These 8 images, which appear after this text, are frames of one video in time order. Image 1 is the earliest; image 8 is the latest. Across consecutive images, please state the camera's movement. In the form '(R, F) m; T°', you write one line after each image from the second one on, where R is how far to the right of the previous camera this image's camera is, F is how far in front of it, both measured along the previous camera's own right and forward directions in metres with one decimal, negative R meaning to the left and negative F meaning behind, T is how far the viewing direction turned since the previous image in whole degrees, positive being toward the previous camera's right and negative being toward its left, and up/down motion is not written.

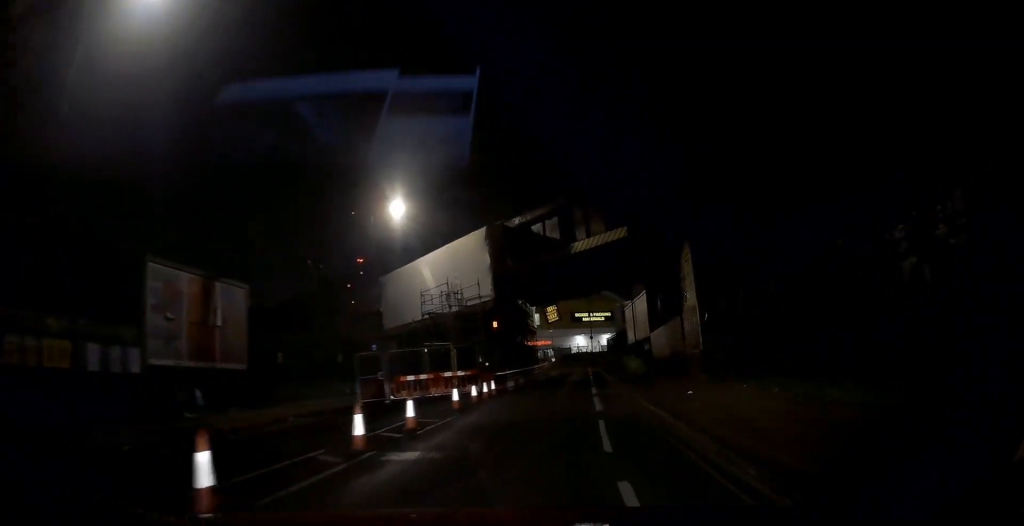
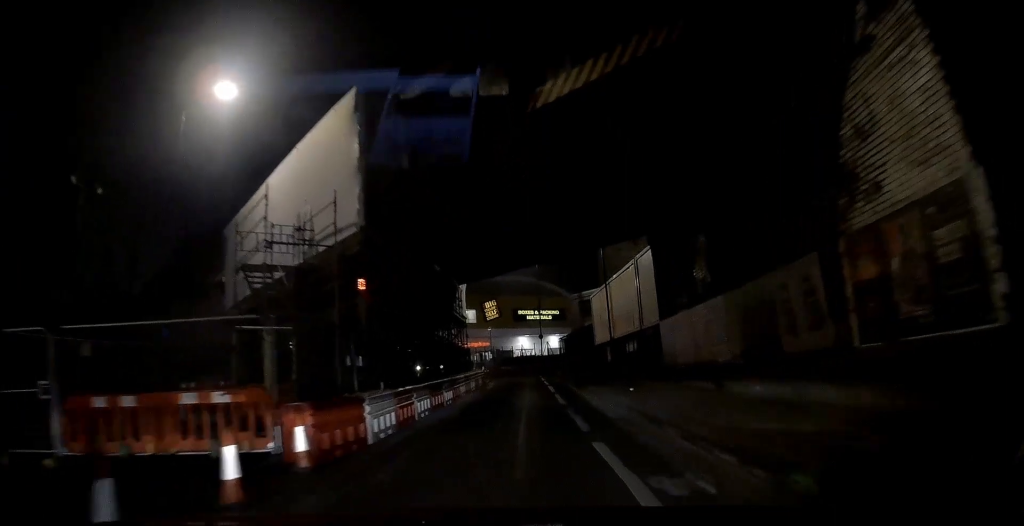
(+0.8, +16.5) m; +6°
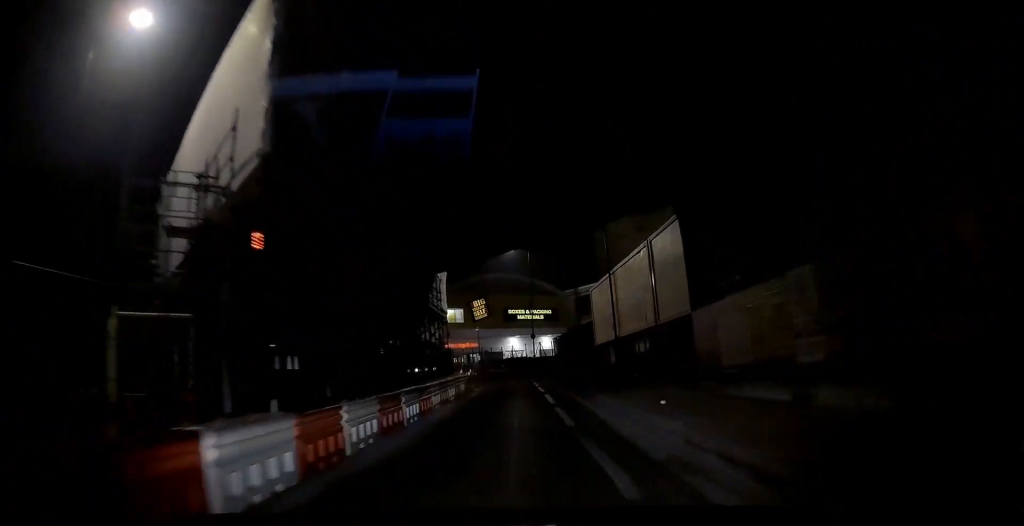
(+0.1, +4.7) m; +1°
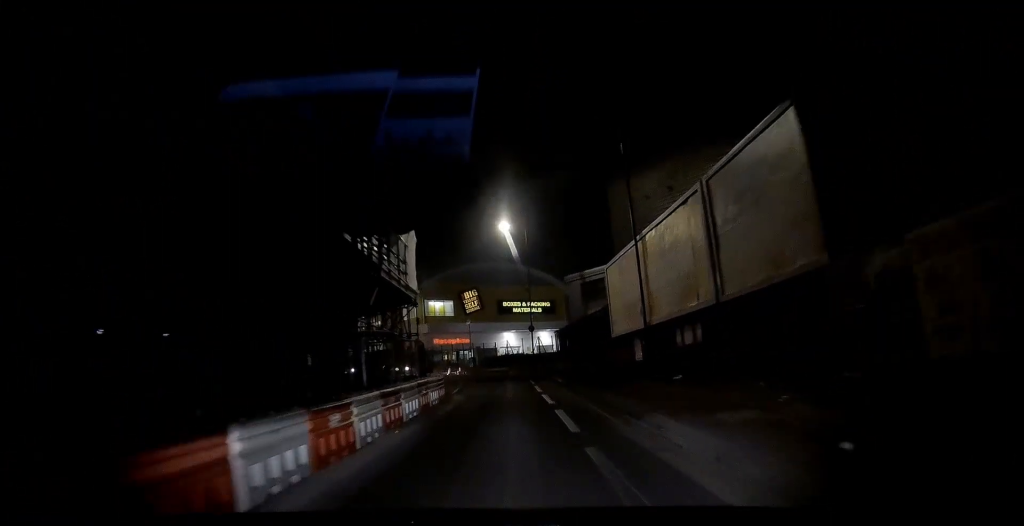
(+0.1, +6.6) m; +1°
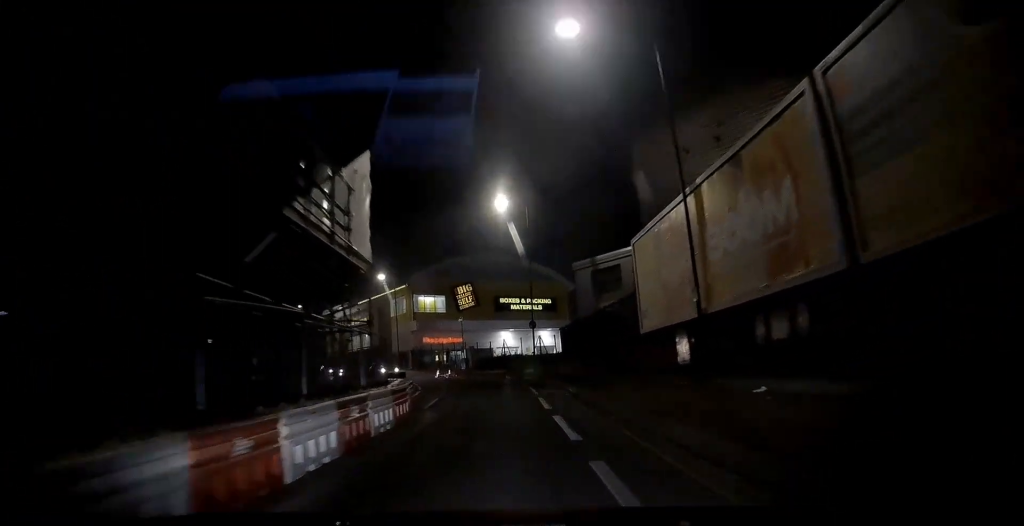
(0.0, +4.4) m; 0°
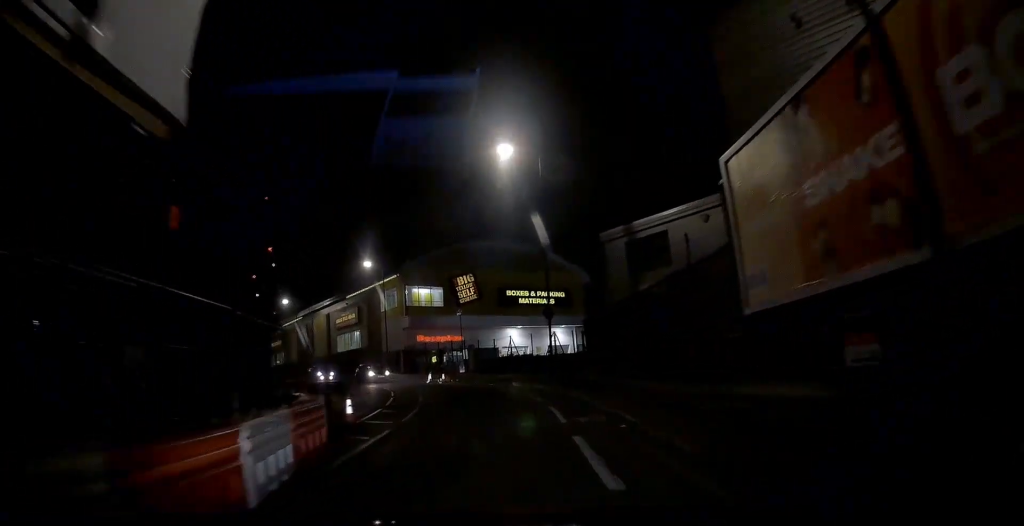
(0.0, +7.8) m; -1°
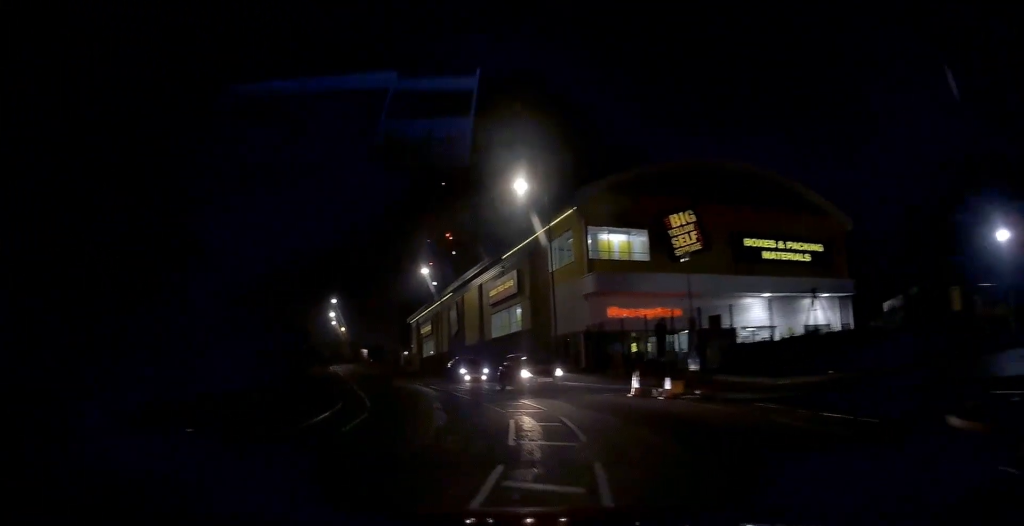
(-0.5, +24.2) m; -9°
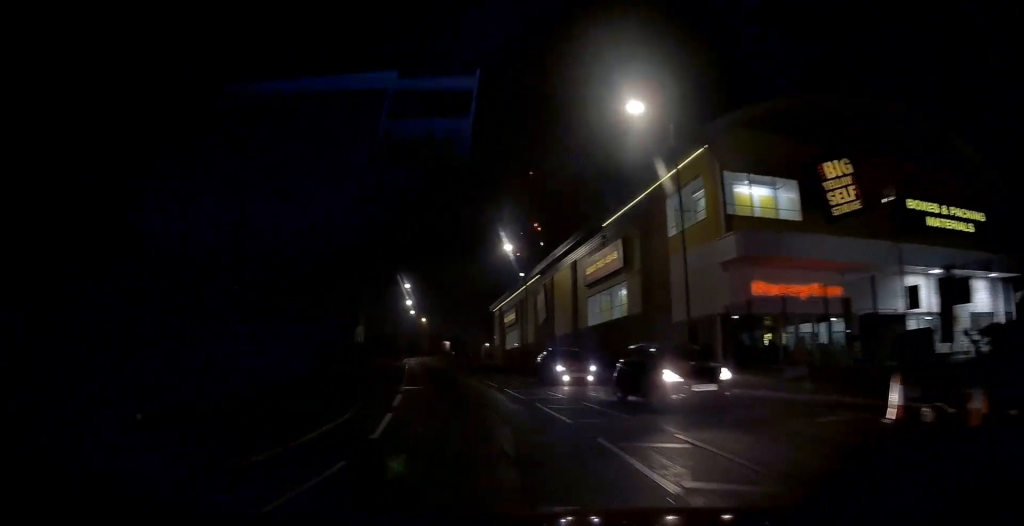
(-1.4, +10.3) m; -9°
